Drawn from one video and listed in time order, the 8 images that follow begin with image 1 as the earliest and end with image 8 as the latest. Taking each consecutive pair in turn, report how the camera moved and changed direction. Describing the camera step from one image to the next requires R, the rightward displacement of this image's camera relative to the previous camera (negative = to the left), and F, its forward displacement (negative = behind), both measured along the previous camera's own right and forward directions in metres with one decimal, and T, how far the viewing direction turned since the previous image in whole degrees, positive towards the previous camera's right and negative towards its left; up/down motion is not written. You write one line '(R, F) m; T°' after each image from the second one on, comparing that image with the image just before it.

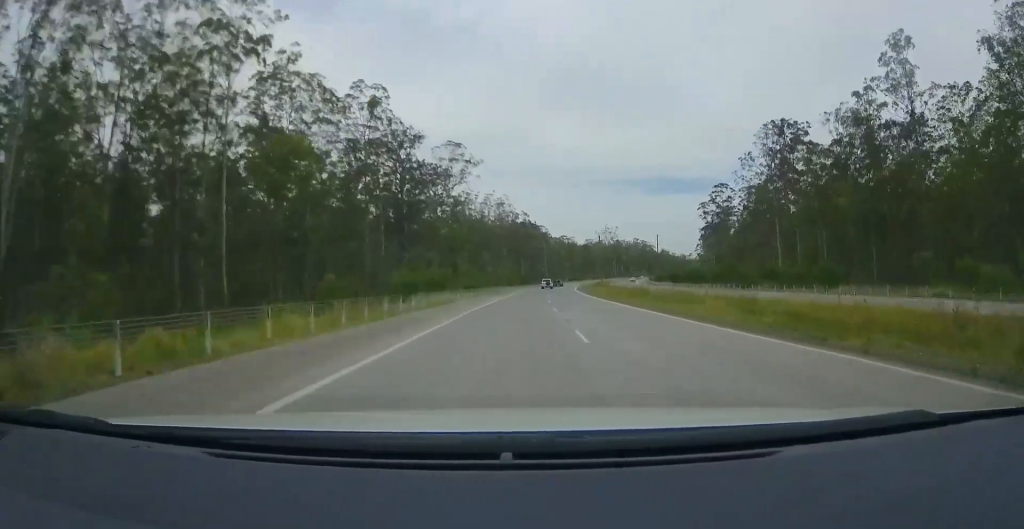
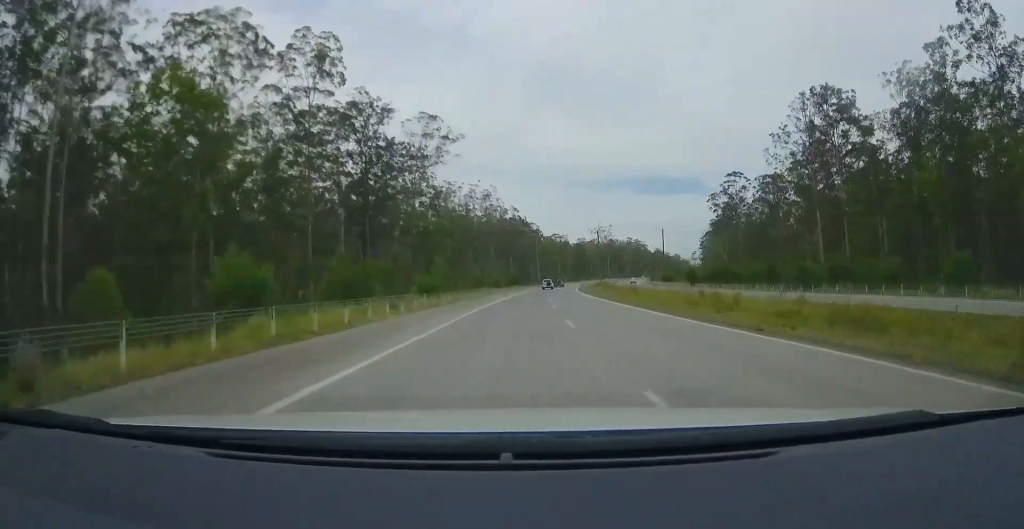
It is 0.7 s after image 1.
(+0.7, +20.5) m; +1°
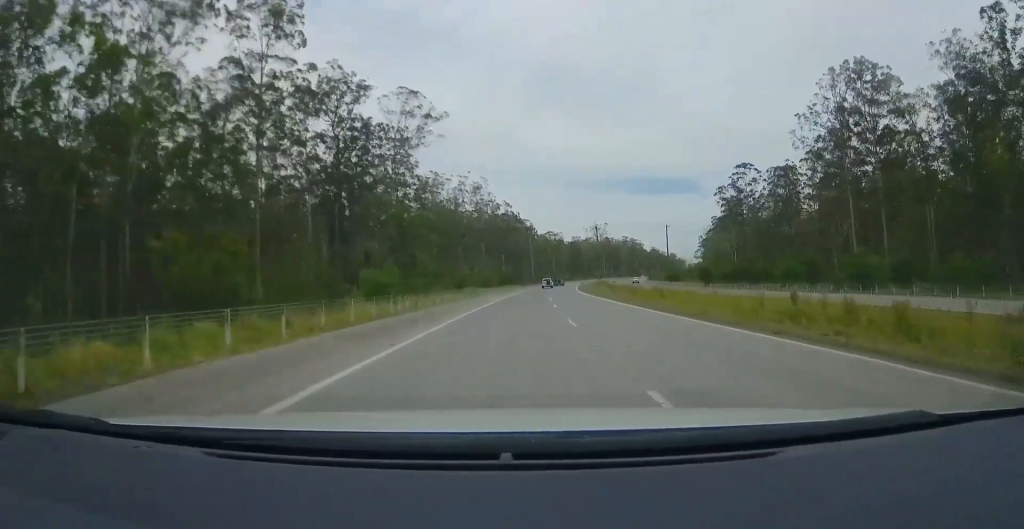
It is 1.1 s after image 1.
(+0.2, +12.0) m; +1°
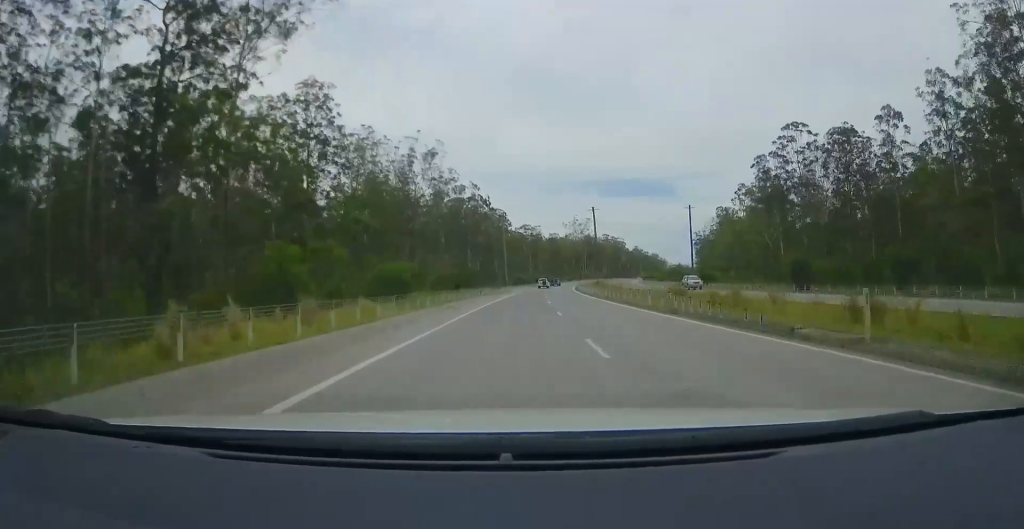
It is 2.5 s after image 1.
(0.0, +42.3) m; +1°
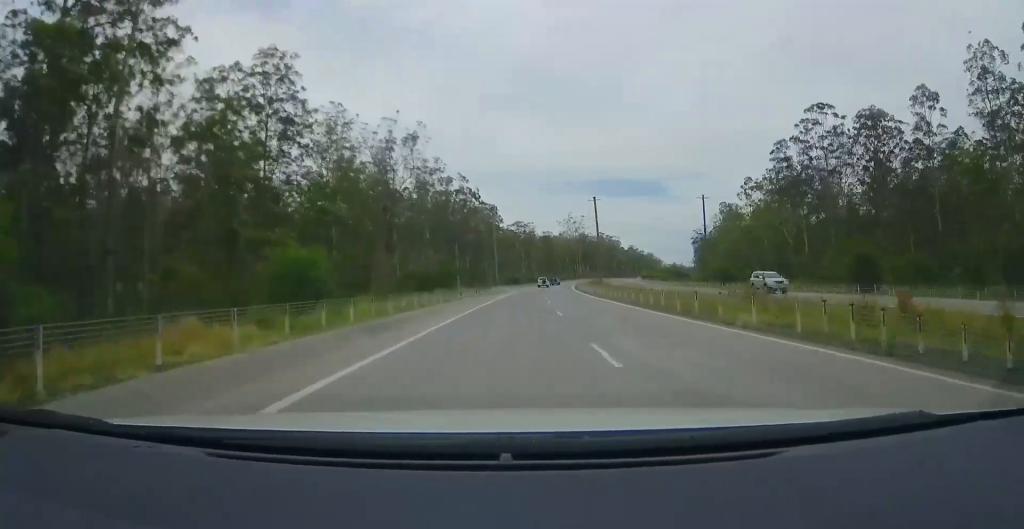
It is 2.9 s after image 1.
(-0.1, +13.3) m; +1°
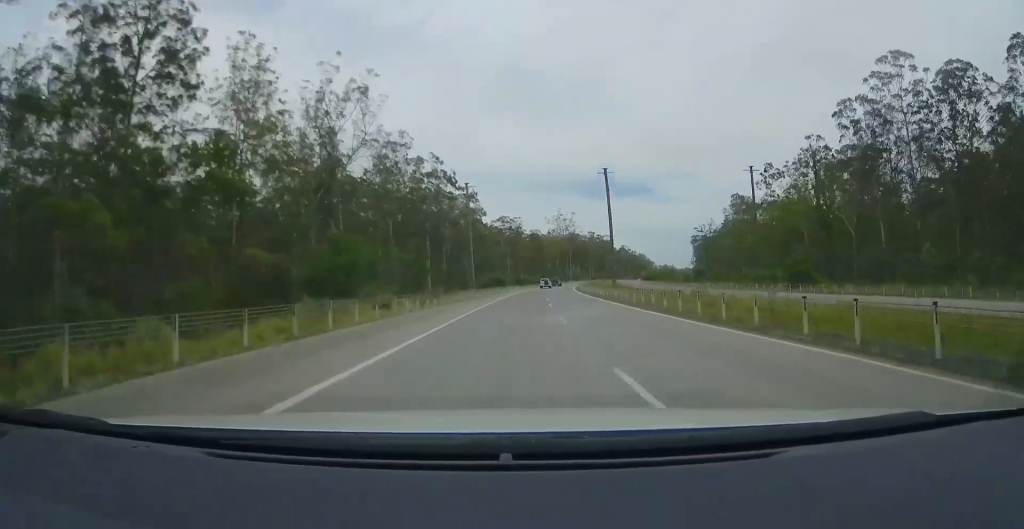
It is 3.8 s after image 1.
(+0.6, +26.8) m; +1°
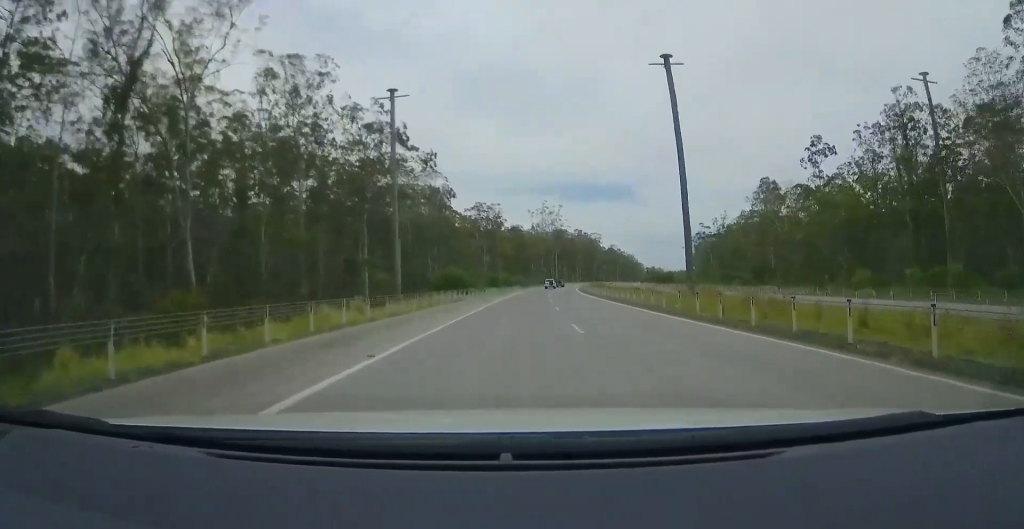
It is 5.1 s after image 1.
(0.0, +40.0) m; +2°
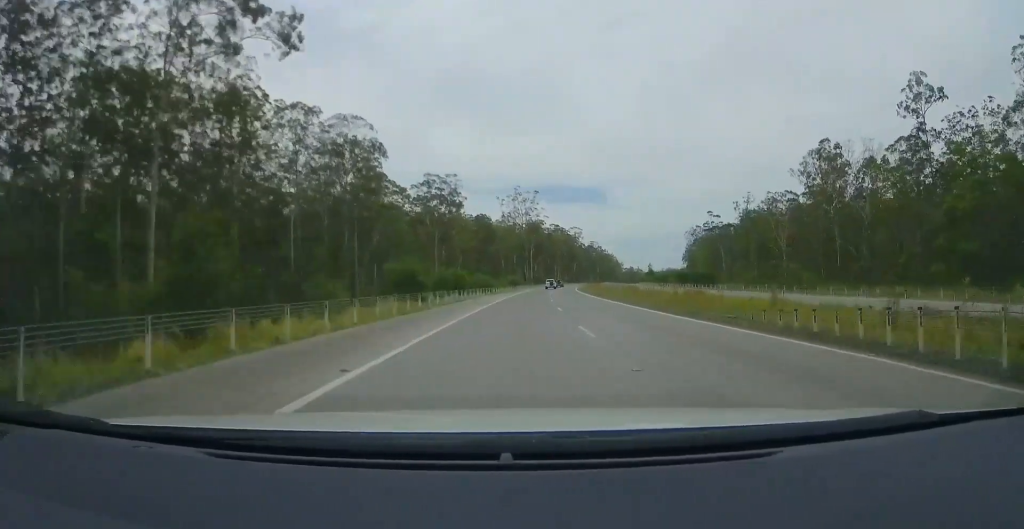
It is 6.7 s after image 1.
(+1.9, +48.6) m; +4°
